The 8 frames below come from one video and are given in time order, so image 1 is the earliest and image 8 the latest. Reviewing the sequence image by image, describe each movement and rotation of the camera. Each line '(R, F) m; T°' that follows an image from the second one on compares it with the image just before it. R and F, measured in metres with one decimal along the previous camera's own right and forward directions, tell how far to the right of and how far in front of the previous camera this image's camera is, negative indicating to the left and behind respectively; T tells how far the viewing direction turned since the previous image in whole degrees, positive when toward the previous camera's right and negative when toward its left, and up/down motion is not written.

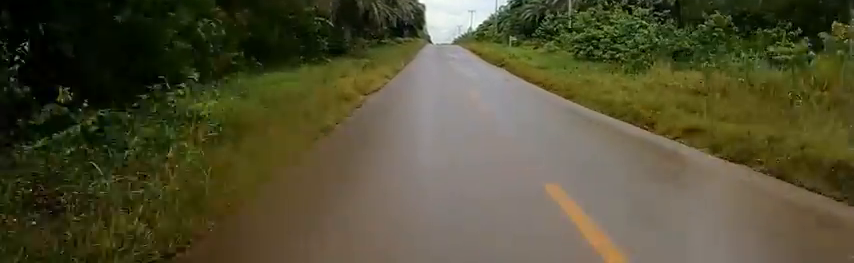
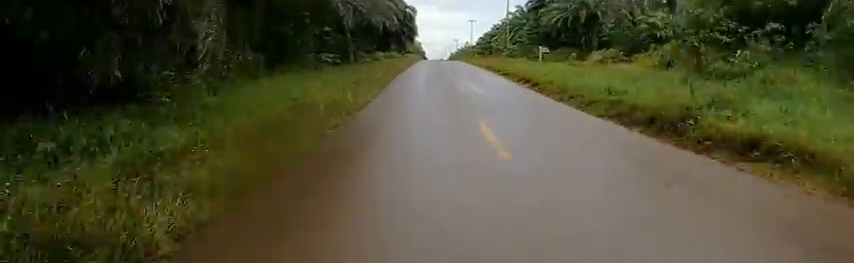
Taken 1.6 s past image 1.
(0.0, +20.0) m; 0°
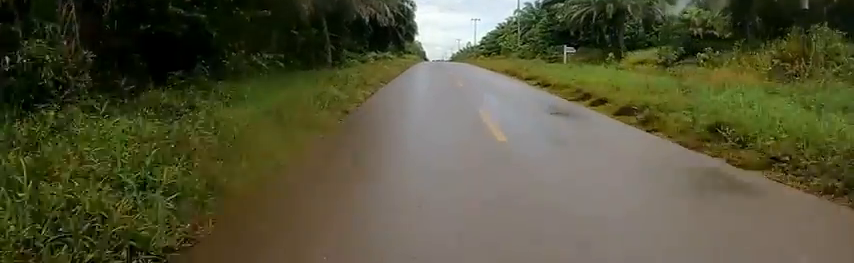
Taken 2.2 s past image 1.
(0.0, +7.7) m; 0°
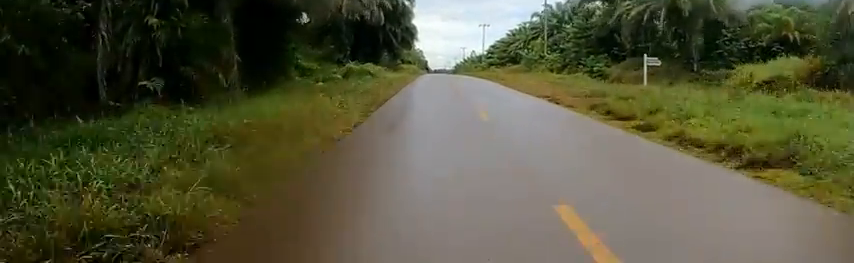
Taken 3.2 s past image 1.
(0.0, +12.9) m; +1°
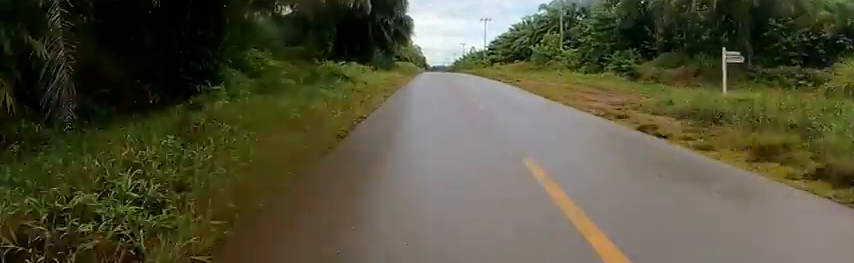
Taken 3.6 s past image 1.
(0.0, +6.0) m; +1°
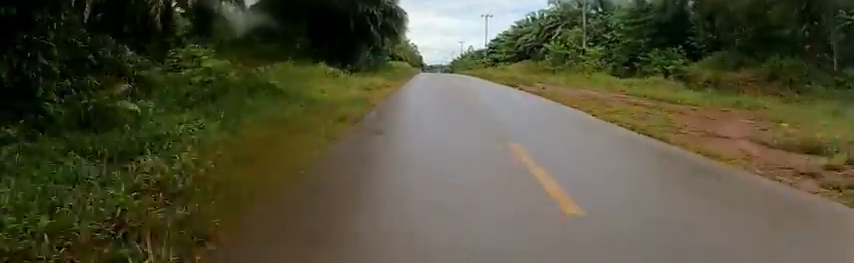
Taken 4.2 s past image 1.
(+0.2, +7.4) m; +1°
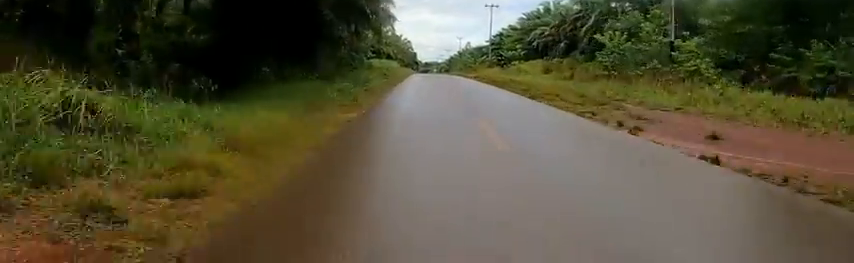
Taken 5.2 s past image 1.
(+0.1, +13.8) m; -3°
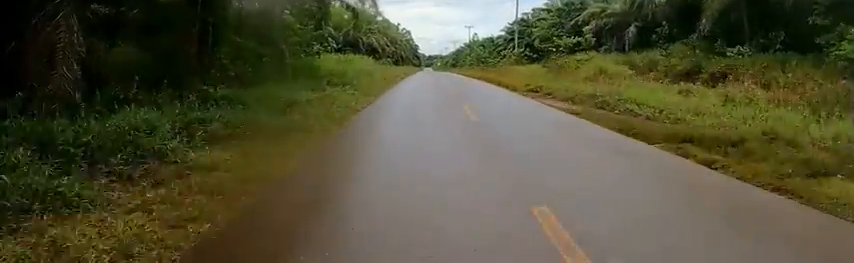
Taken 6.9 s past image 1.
(-0.7, +22.7) m; +1°
